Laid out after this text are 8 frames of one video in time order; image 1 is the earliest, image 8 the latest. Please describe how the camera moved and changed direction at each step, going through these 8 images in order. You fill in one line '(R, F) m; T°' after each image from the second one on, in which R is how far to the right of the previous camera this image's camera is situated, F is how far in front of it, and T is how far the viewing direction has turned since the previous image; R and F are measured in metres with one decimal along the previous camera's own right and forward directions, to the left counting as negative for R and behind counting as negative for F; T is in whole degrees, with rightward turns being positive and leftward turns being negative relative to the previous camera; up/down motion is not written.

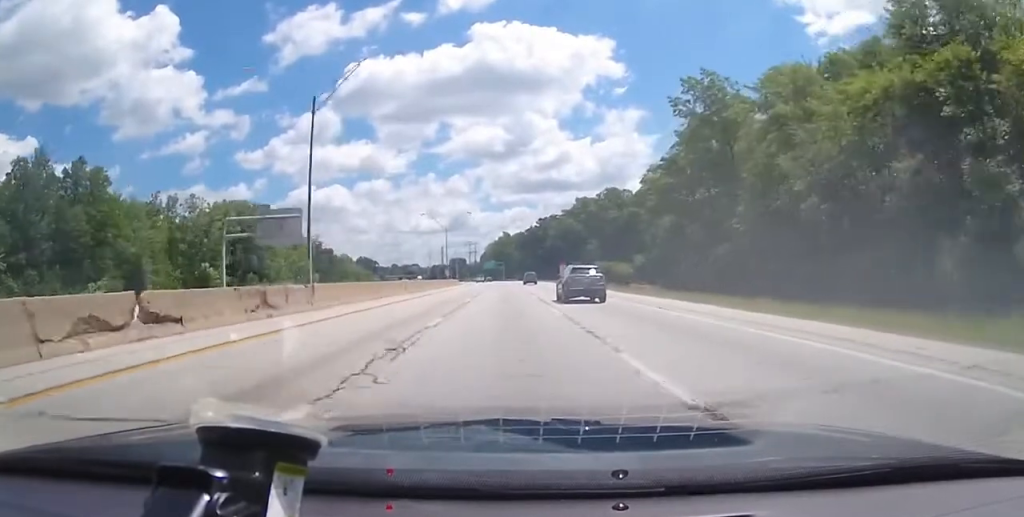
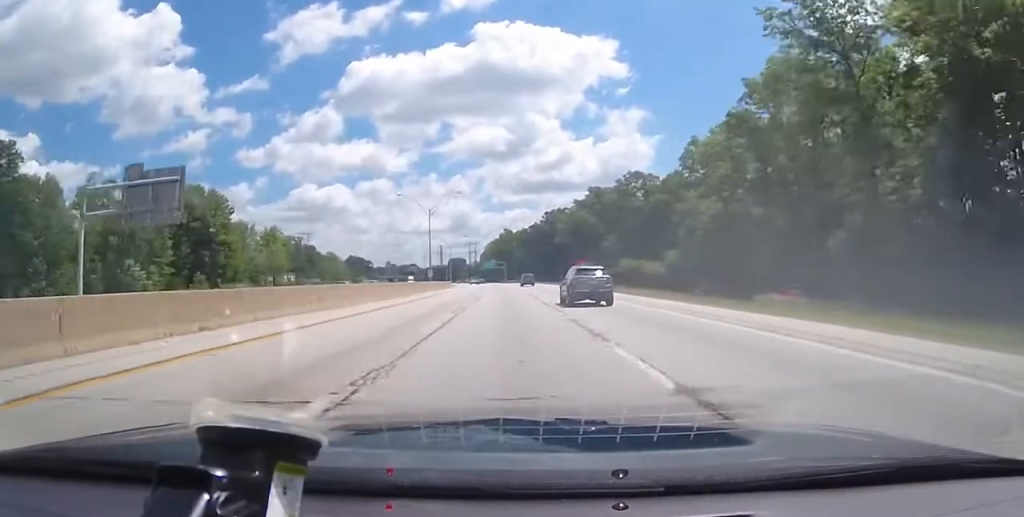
(+0.2, +23.7) m; 0°
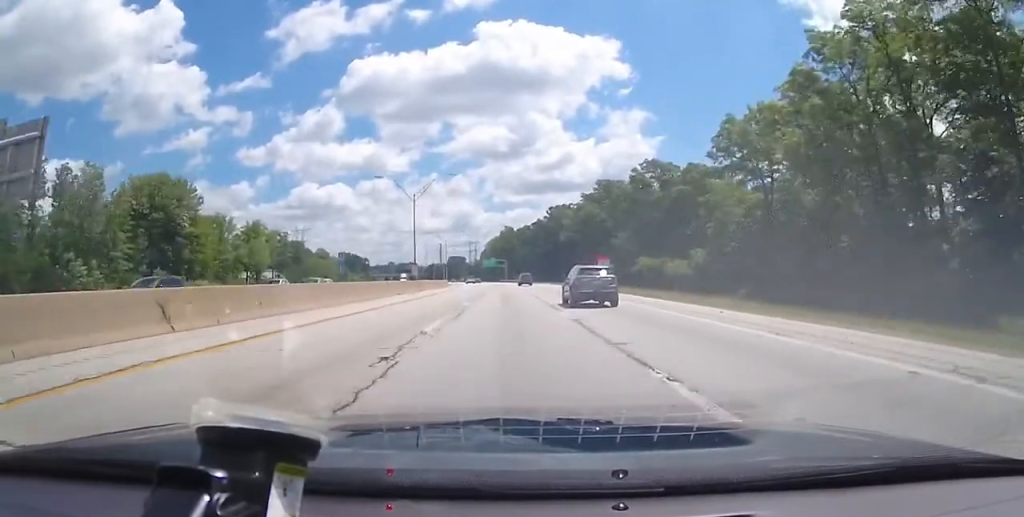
(+0.2, +13.8) m; 0°
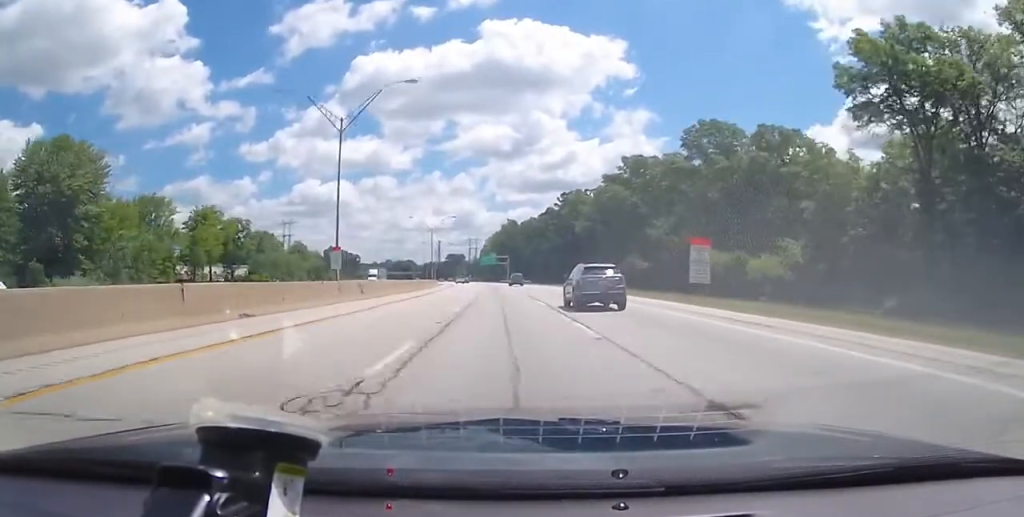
(-0.6, +29.6) m; -1°
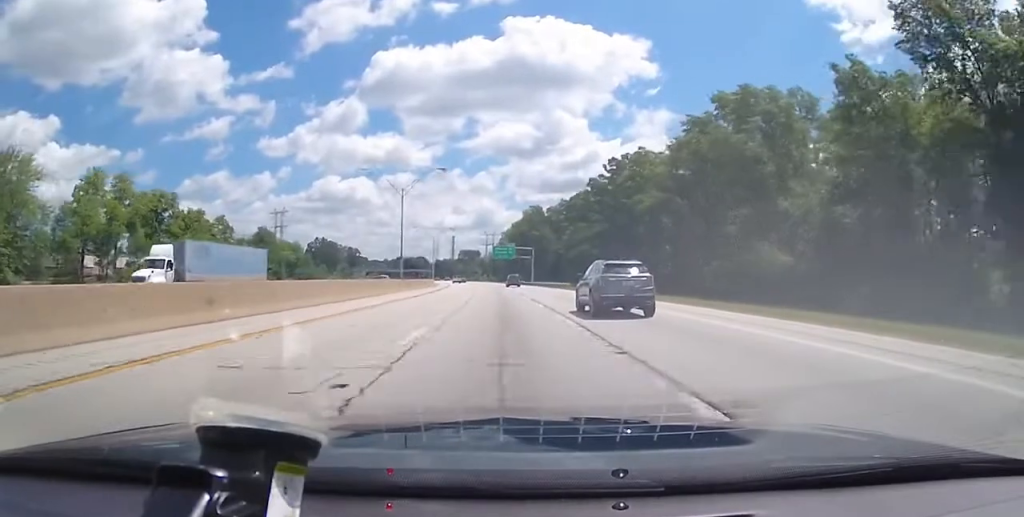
(0.0, +45.4) m; -1°
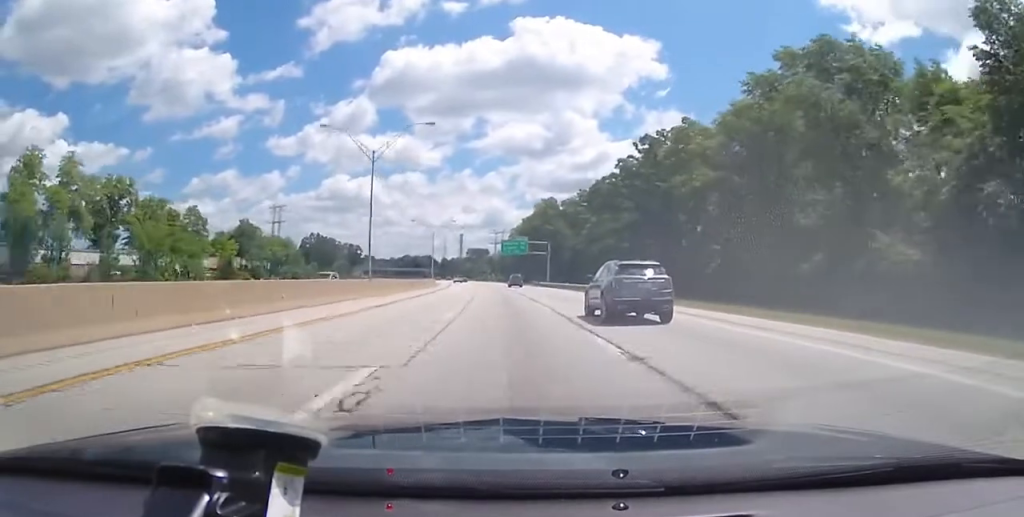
(0.0, +17.8) m; -1°
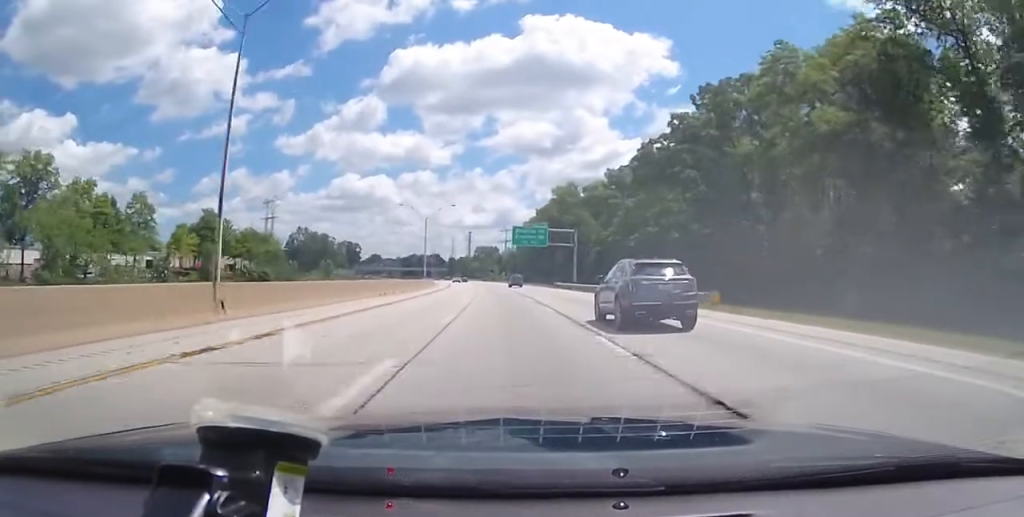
(-0.4, +23.6) m; -1°
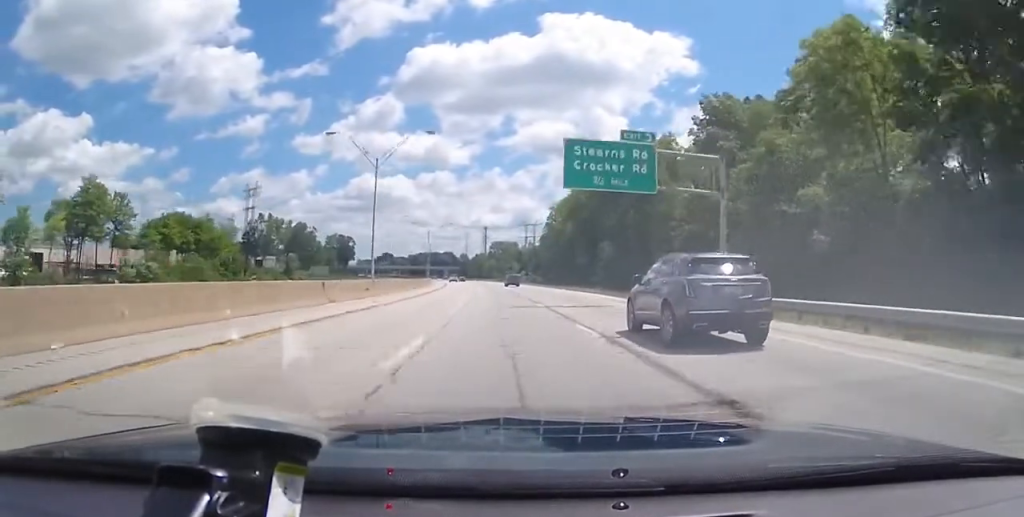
(-1.0, +45.6) m; -2°
